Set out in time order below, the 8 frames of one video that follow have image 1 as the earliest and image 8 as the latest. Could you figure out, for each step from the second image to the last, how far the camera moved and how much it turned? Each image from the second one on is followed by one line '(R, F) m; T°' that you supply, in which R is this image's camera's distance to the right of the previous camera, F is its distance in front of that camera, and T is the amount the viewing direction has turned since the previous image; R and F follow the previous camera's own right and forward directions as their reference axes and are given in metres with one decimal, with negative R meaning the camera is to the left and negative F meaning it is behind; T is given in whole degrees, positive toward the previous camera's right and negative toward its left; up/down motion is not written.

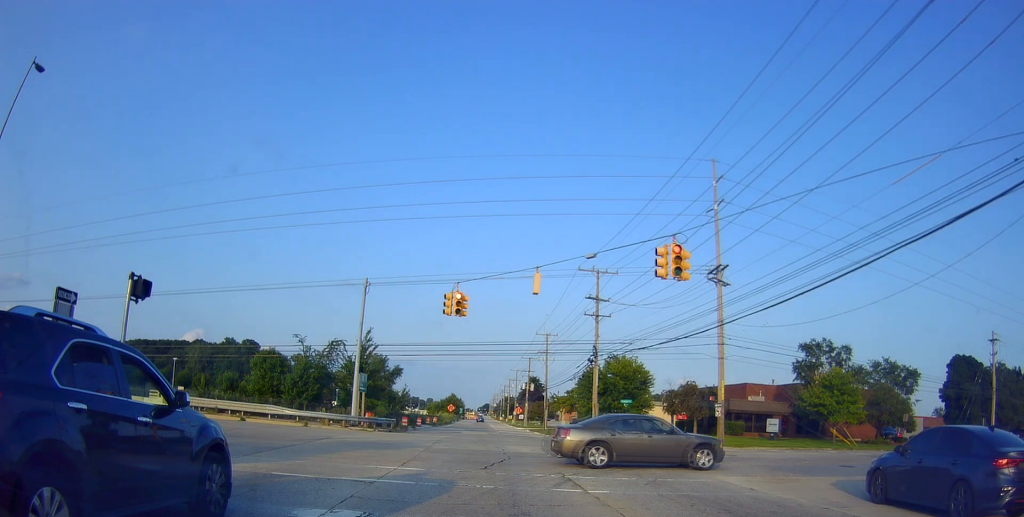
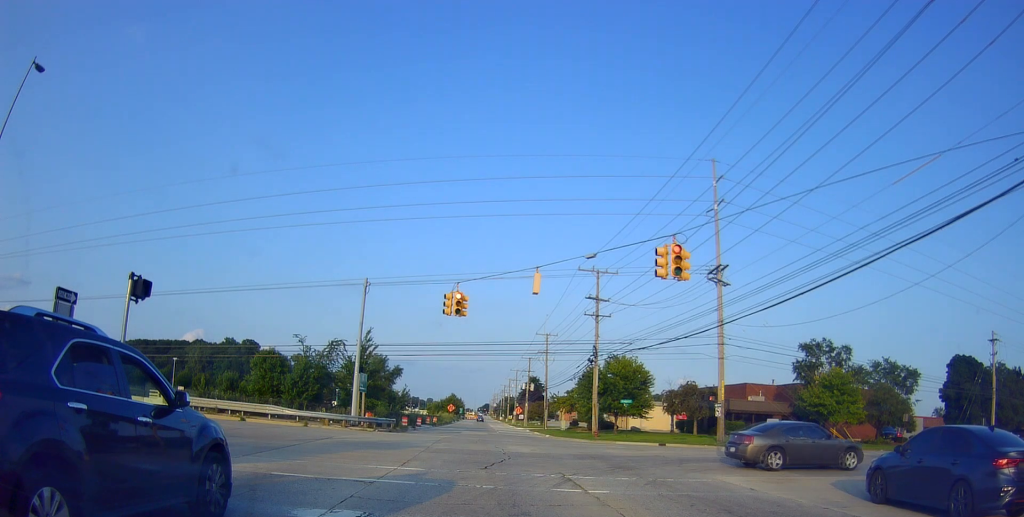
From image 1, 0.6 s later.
(-0.1, 0.0) m; 0°
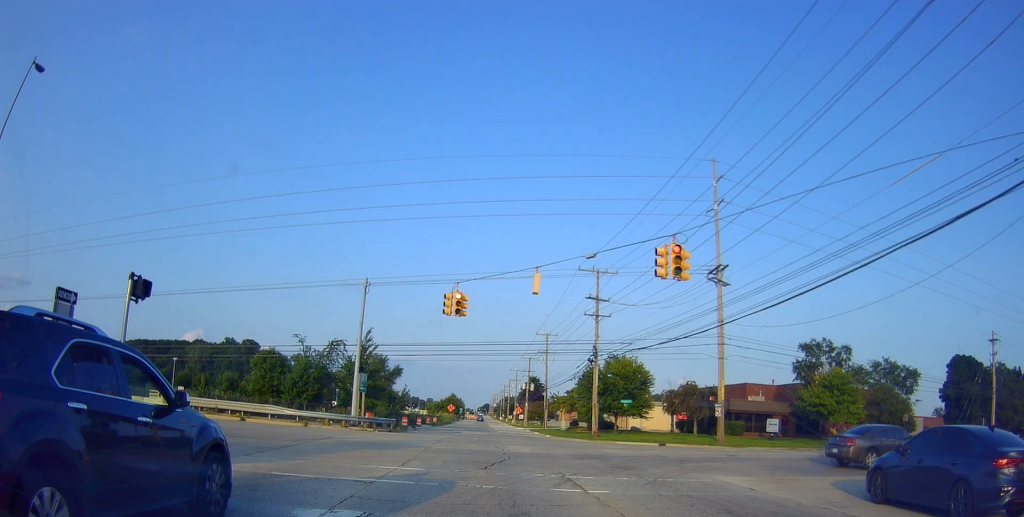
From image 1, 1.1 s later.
(-0.1, 0.0) m; 0°
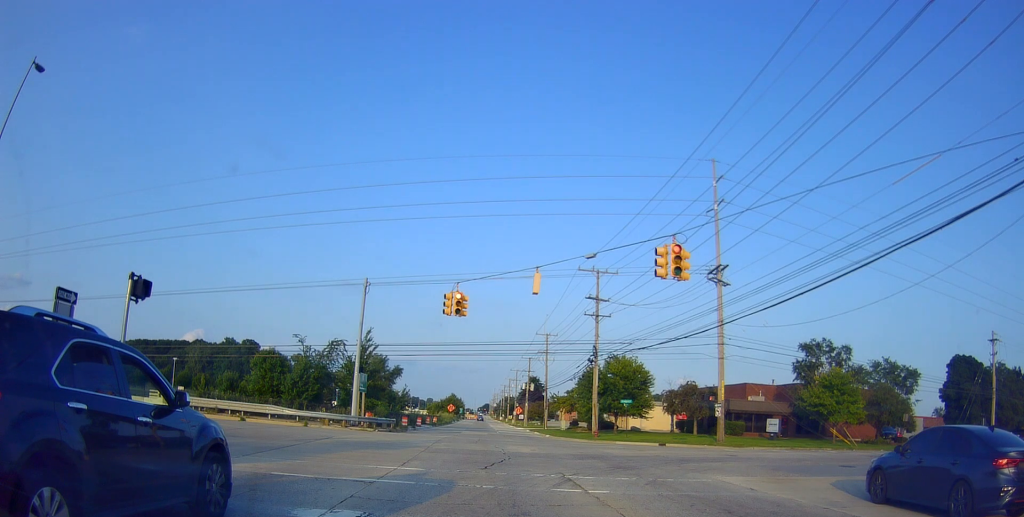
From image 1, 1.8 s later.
(-0.1, 0.0) m; 0°
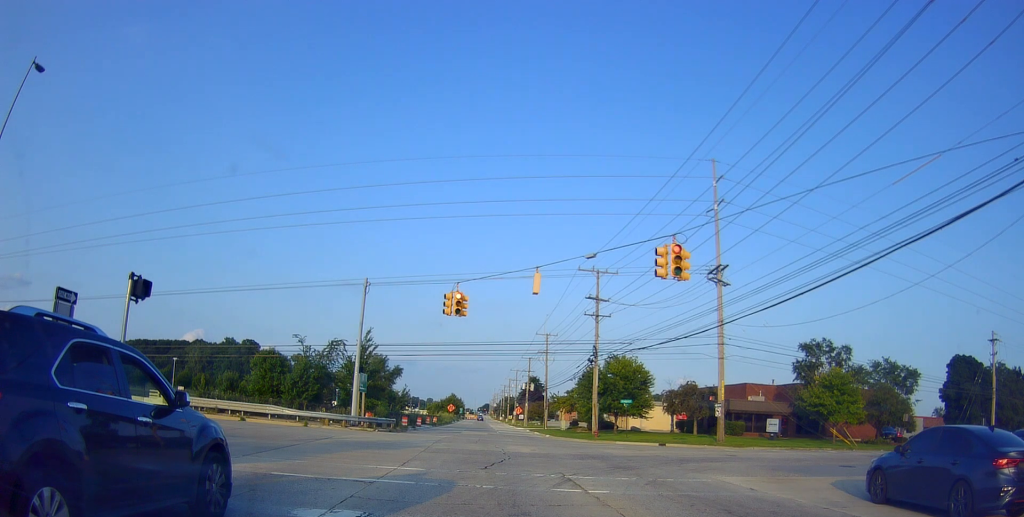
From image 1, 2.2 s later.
(0.0, -0.1) m; 0°
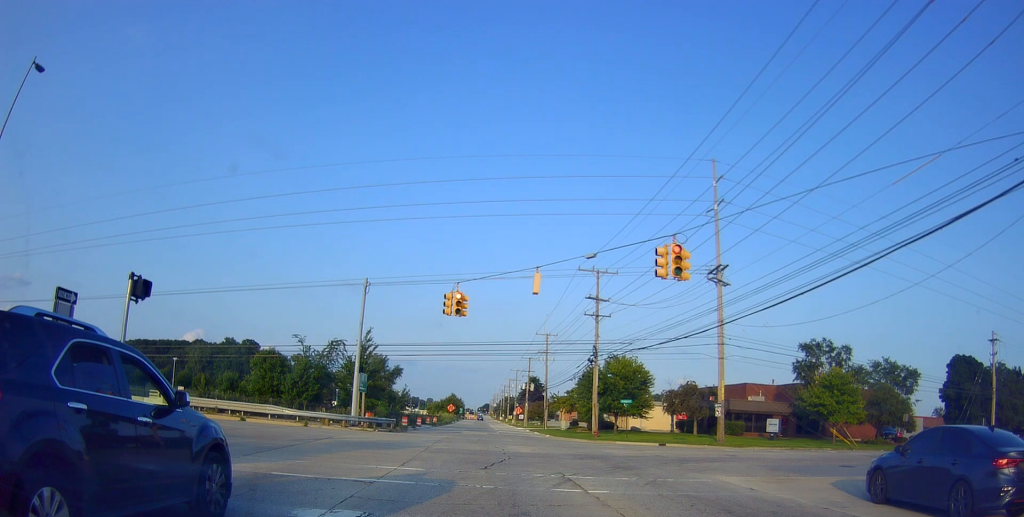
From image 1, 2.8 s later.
(0.0, -0.1) m; 0°
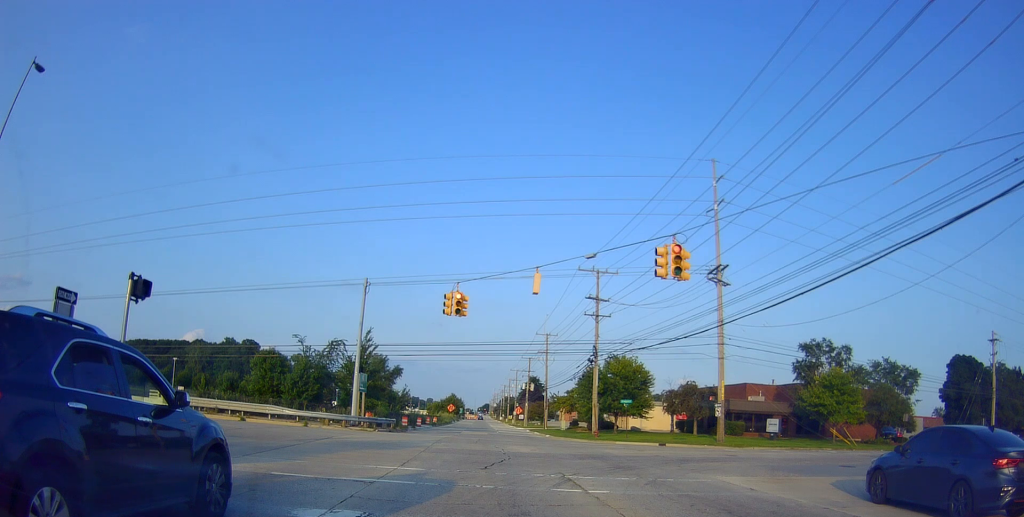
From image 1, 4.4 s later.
(0.0, -0.2) m; 0°
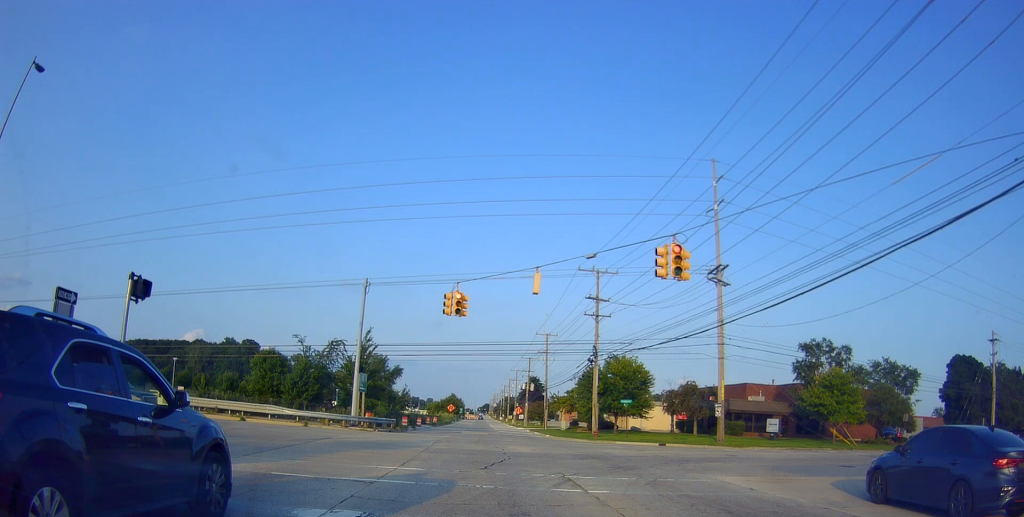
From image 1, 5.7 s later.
(0.0, -0.2) m; 0°
